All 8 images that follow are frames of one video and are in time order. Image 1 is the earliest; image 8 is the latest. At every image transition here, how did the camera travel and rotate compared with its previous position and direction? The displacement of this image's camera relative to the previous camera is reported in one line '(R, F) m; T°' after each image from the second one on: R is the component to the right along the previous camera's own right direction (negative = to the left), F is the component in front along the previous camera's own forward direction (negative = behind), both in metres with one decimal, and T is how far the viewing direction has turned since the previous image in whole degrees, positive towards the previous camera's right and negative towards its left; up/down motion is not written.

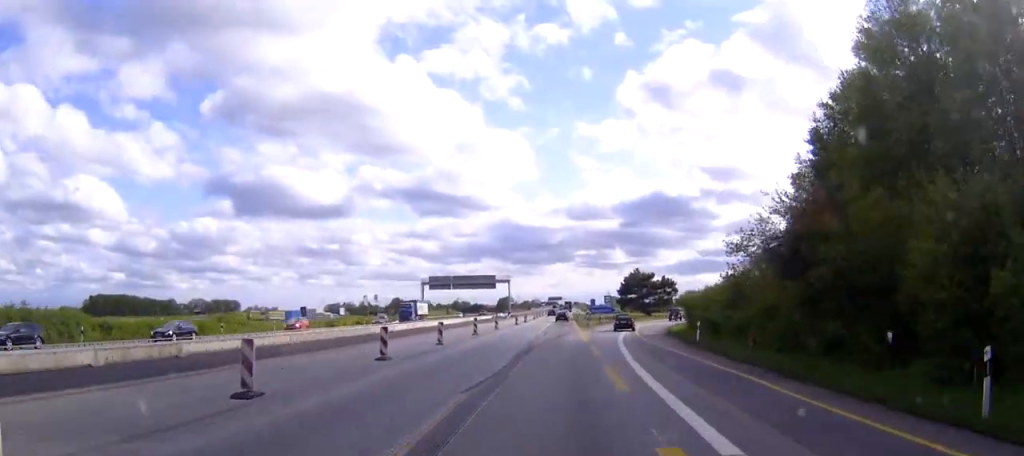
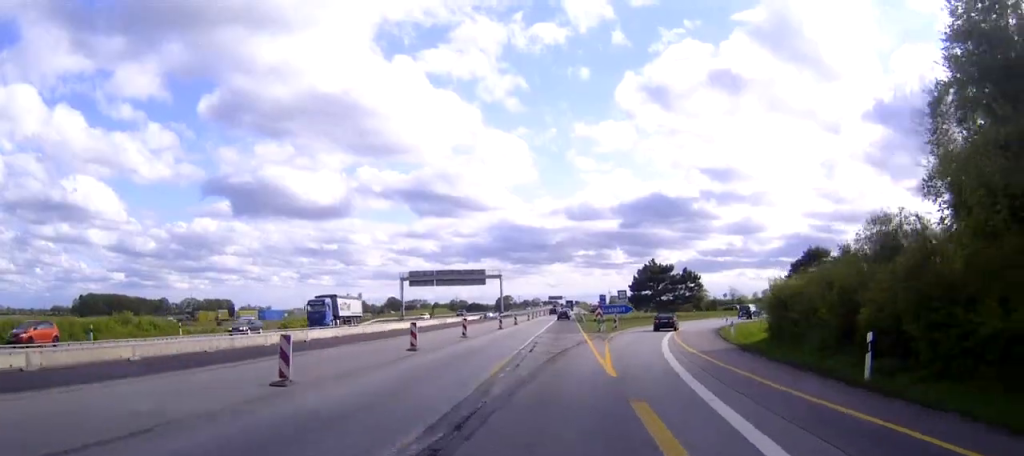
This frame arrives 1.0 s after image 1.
(-0.1, +21.3) m; 0°
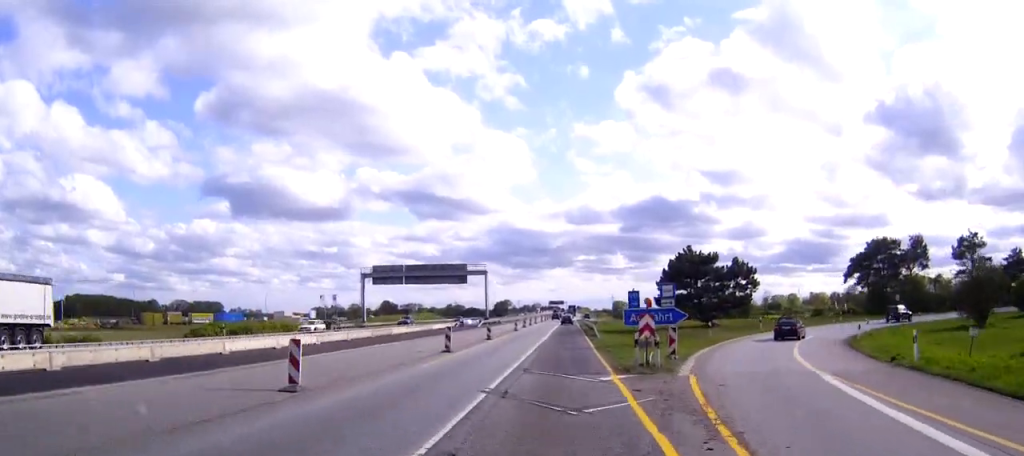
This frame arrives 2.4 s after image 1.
(0.0, +28.9) m; 0°
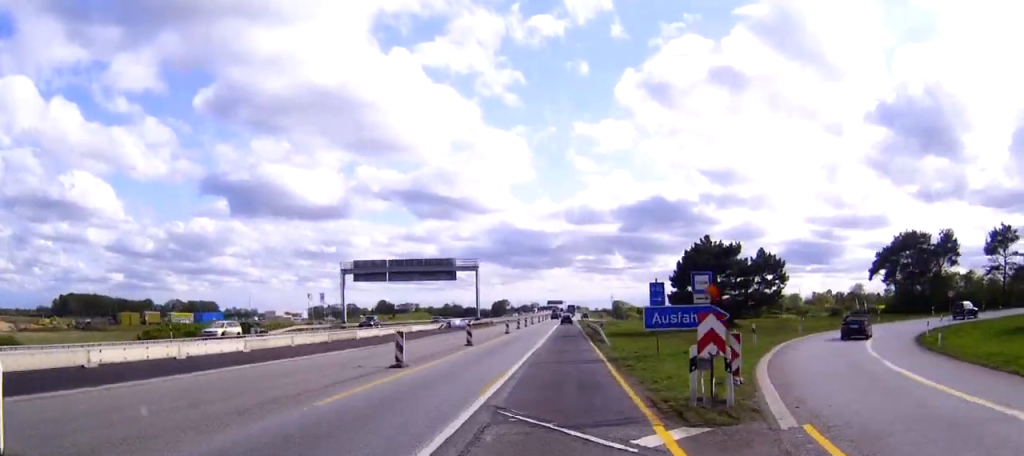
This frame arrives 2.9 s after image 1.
(0.0, +10.0) m; 0°
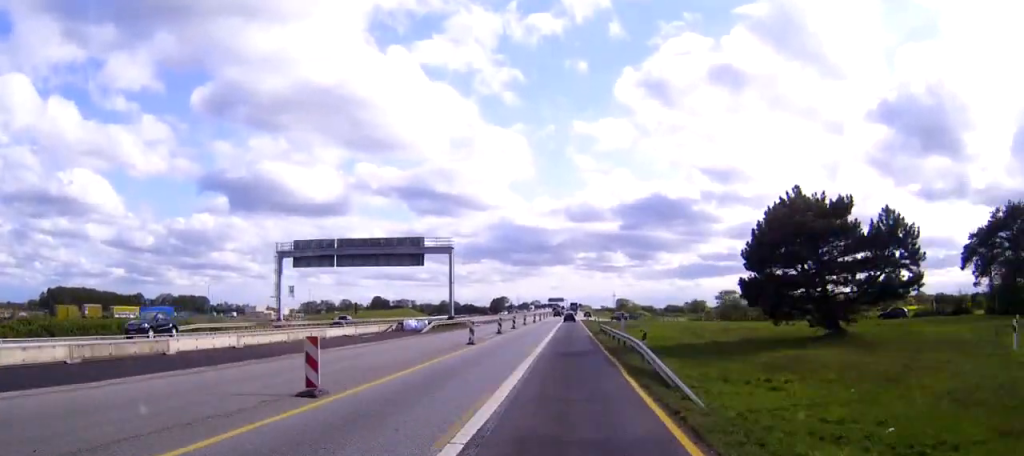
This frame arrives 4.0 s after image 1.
(0.0, +25.3) m; 0°
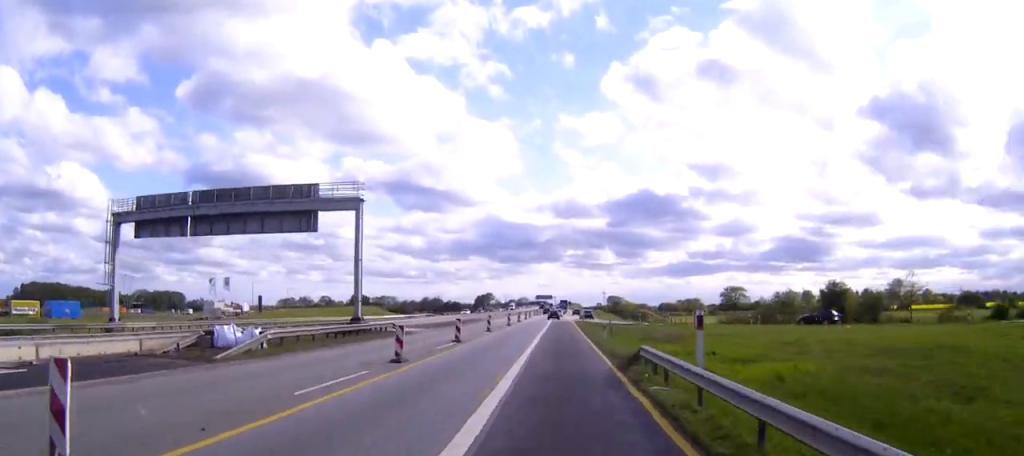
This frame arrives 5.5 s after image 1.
(+0.2, +31.5) m; +1°
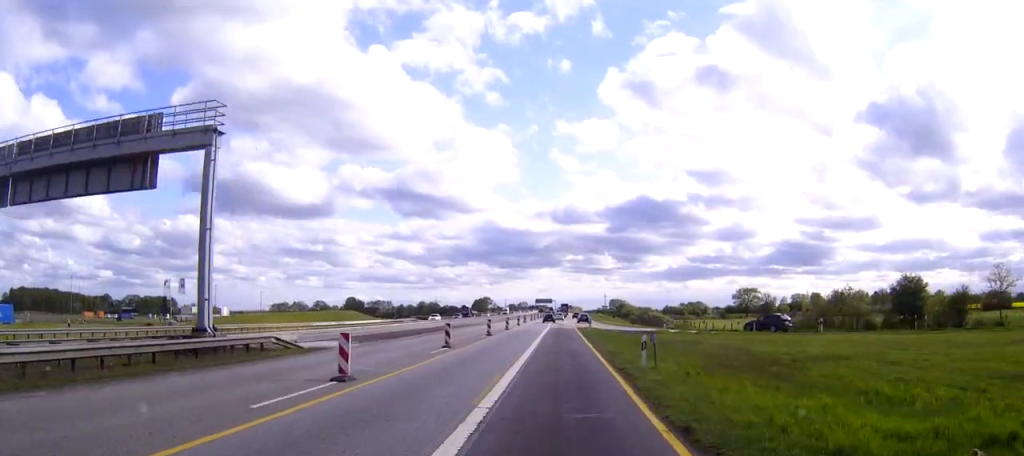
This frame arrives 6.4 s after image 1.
(0.0, +20.0) m; 0°
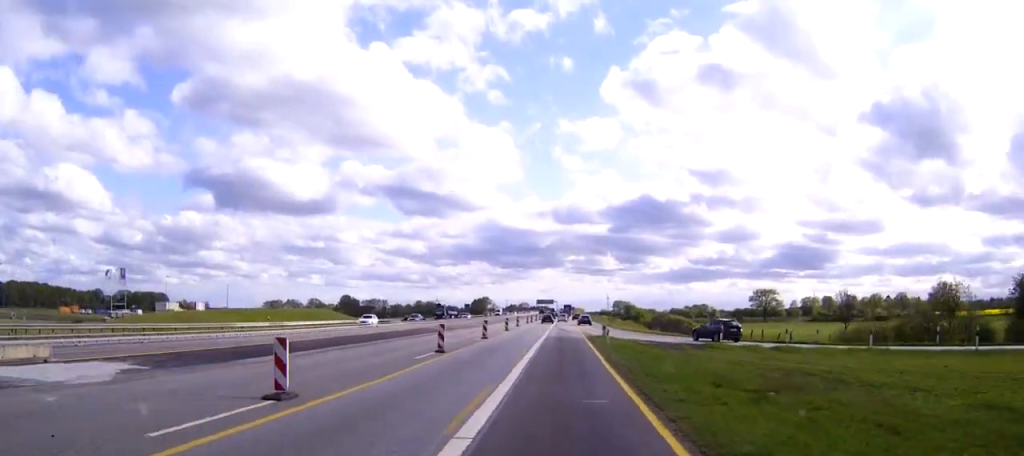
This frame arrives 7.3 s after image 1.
(-0.1, +21.6) m; 0°
